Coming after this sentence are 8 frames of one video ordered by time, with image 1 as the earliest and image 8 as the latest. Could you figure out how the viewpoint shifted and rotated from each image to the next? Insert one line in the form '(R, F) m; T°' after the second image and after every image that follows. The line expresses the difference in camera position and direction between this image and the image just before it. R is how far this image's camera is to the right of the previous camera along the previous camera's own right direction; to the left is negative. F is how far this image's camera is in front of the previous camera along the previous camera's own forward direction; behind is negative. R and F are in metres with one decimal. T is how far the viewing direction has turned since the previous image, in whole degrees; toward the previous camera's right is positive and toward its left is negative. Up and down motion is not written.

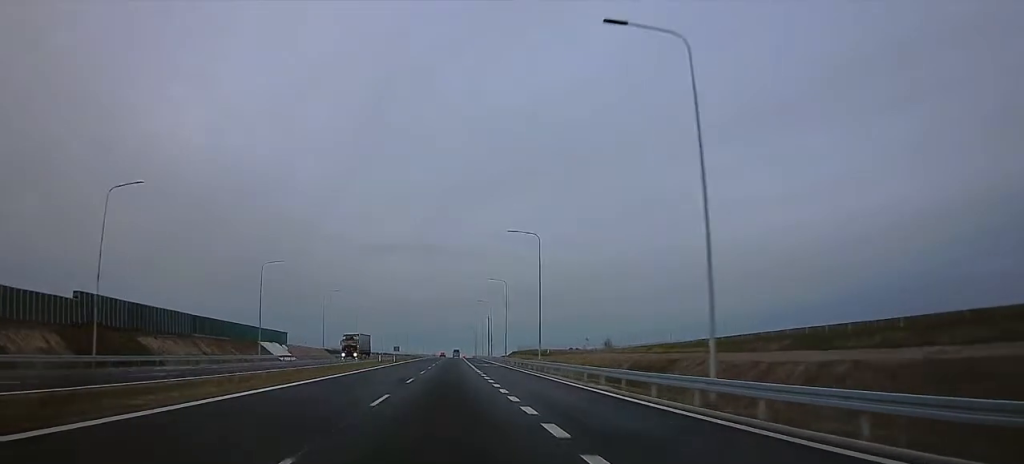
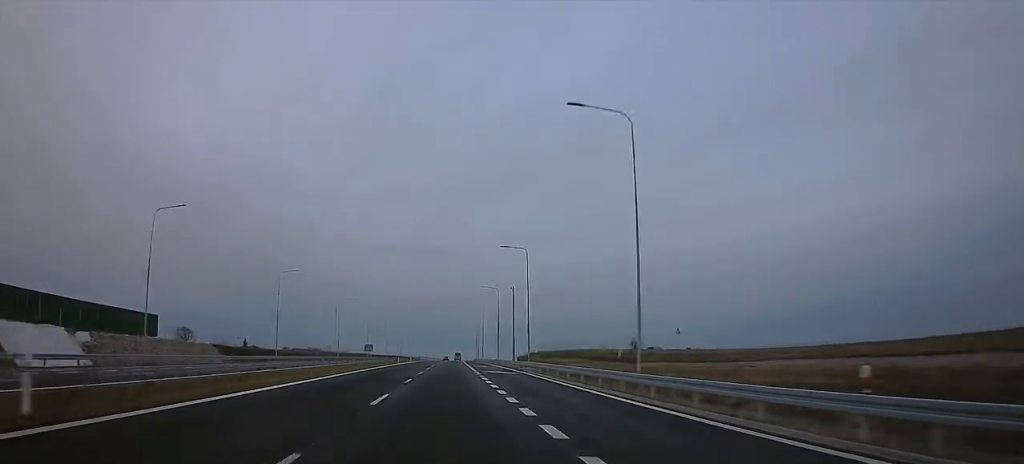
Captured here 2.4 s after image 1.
(-0.1, +72.7) m; 0°
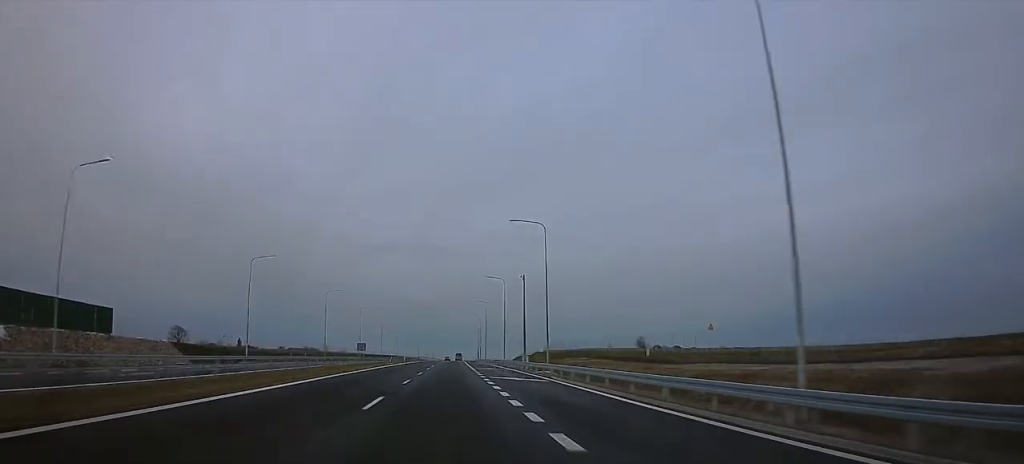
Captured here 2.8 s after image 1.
(0.0, +13.3) m; 0°
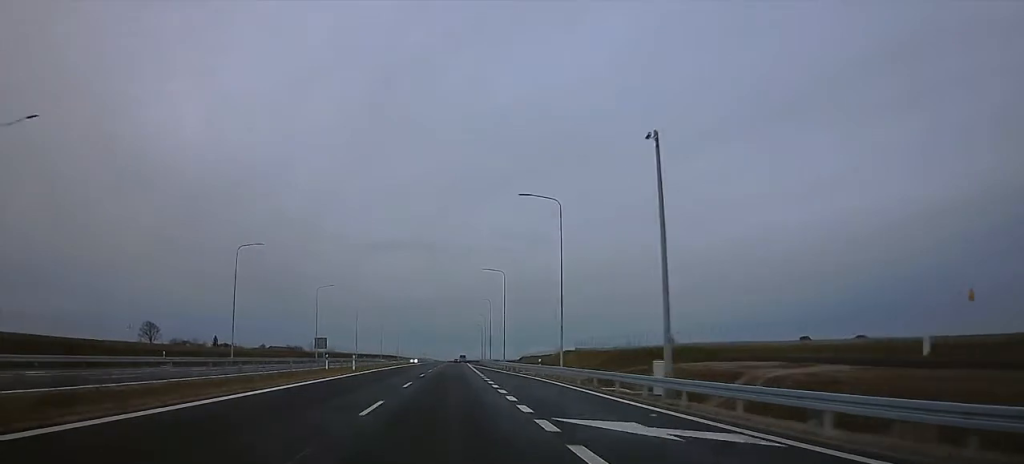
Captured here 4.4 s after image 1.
(0.0, +49.2) m; 0°
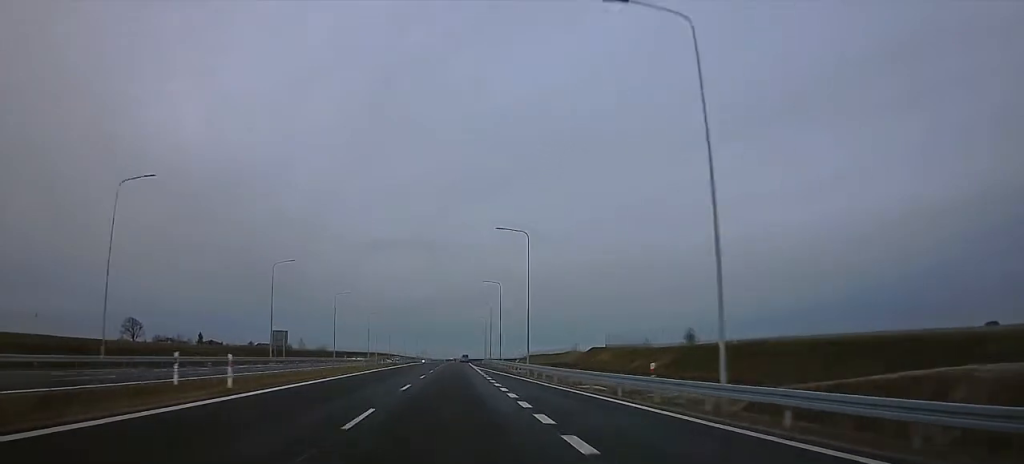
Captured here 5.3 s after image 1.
(0.0, +26.8) m; 0°
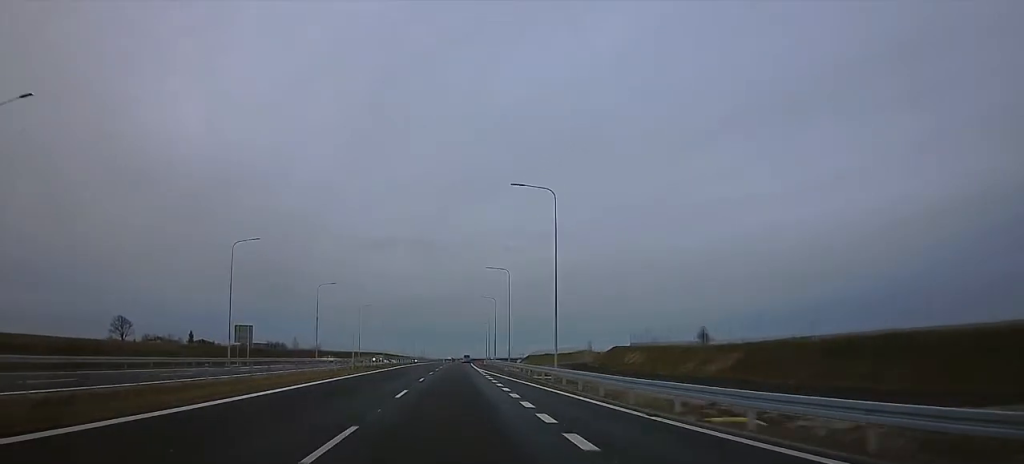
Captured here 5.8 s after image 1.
(0.0, +15.5) m; 0°
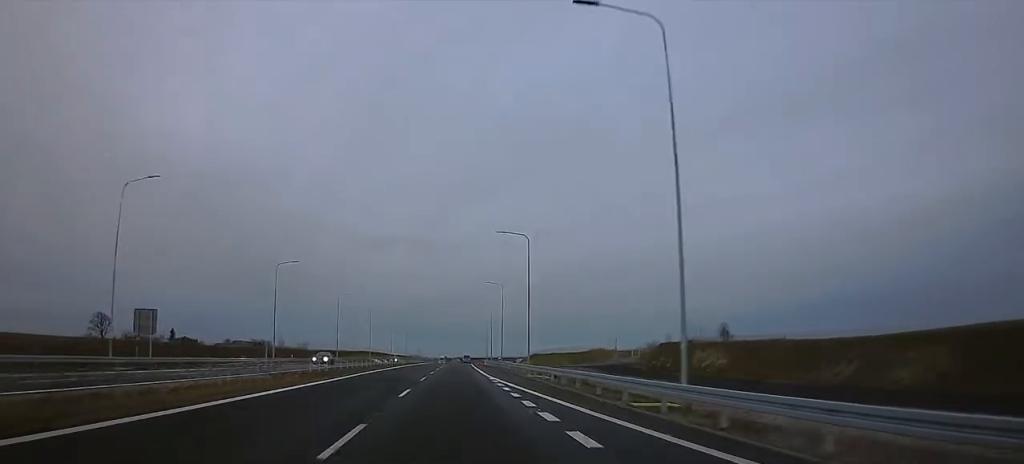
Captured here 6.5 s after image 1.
(0.0, +23.8) m; 0°
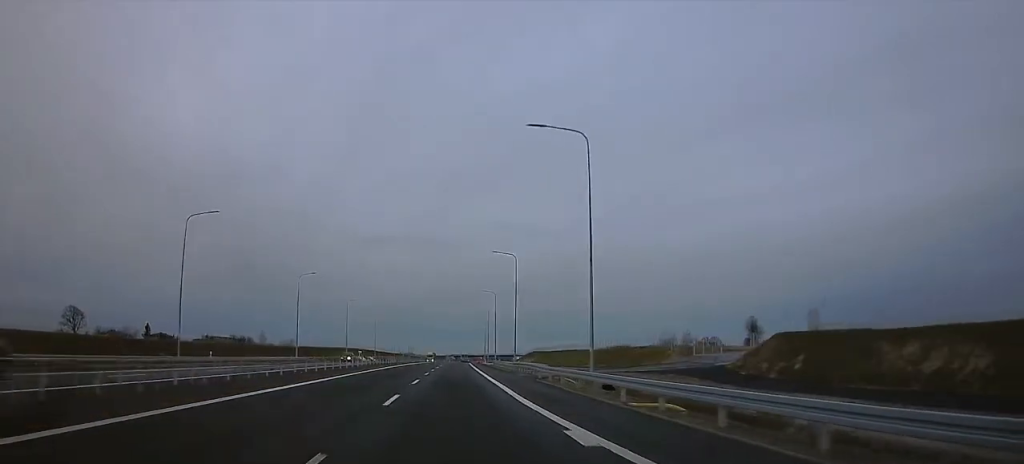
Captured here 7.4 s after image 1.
(0.0, +27.9) m; +1°
